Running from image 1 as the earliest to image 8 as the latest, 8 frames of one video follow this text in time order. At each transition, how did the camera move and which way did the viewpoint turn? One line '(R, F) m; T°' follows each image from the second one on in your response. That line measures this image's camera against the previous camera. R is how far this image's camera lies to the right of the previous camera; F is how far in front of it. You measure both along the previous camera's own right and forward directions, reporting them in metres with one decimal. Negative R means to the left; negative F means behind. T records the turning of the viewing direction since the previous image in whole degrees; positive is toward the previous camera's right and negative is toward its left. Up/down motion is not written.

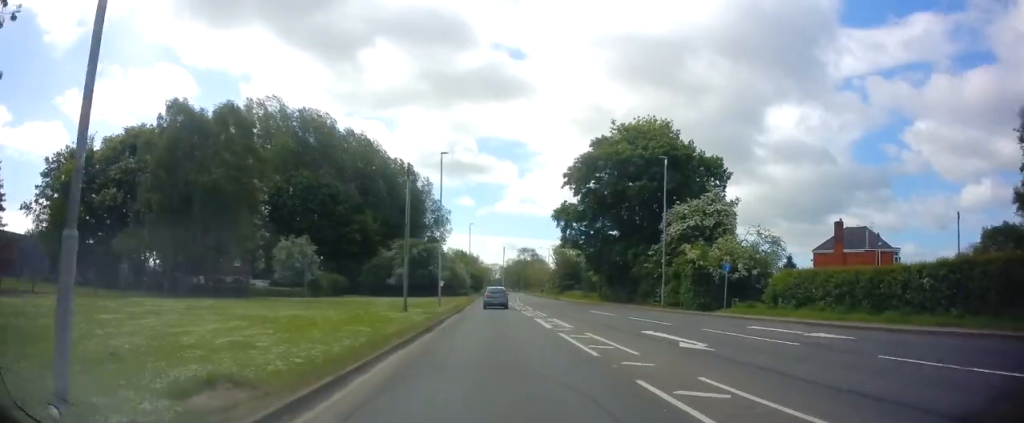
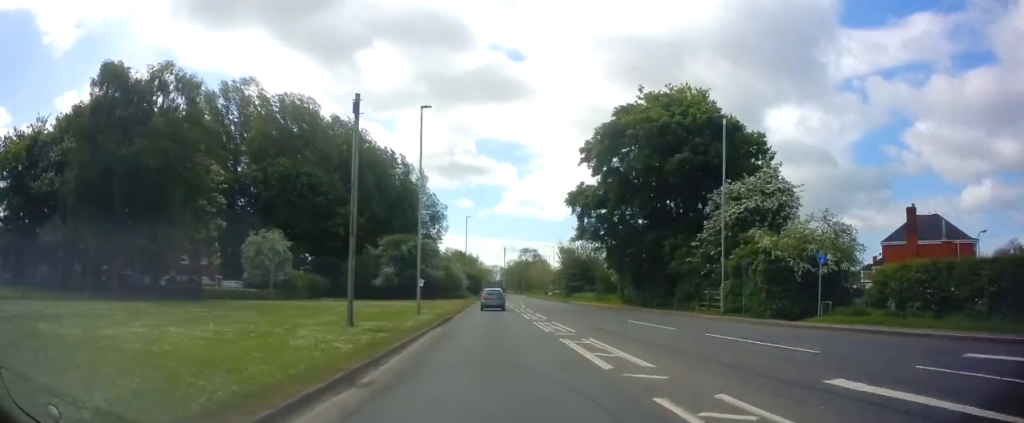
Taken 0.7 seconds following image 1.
(-0.1, +10.2) m; +1°
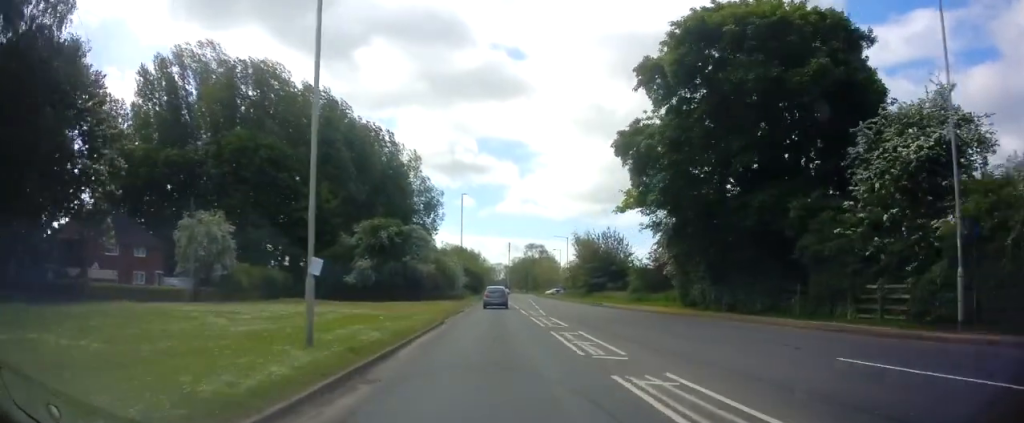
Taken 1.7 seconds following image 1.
(+0.2, +16.2) m; +1°
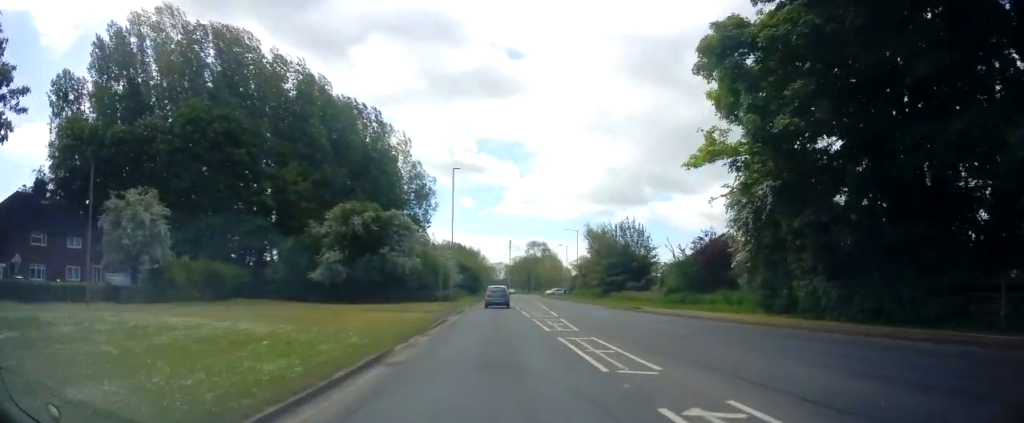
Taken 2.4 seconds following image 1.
(0.0, +11.6) m; 0°
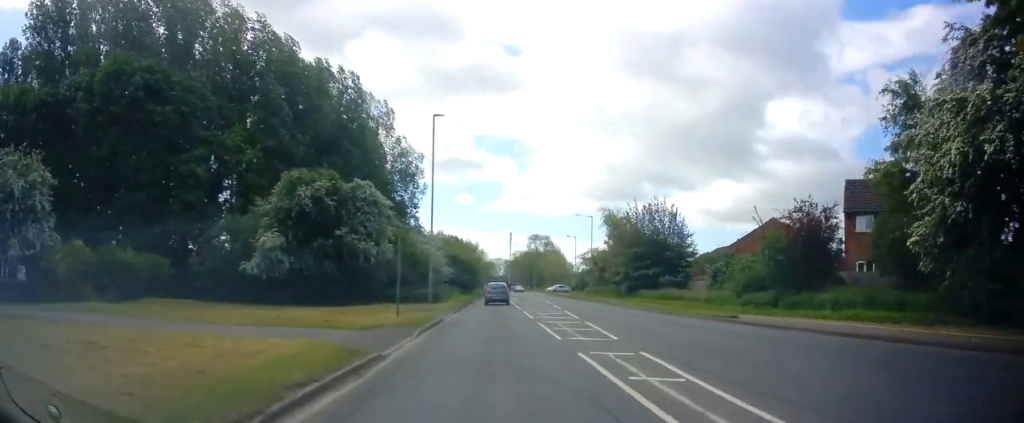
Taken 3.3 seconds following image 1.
(-0.1, +13.5) m; -1°
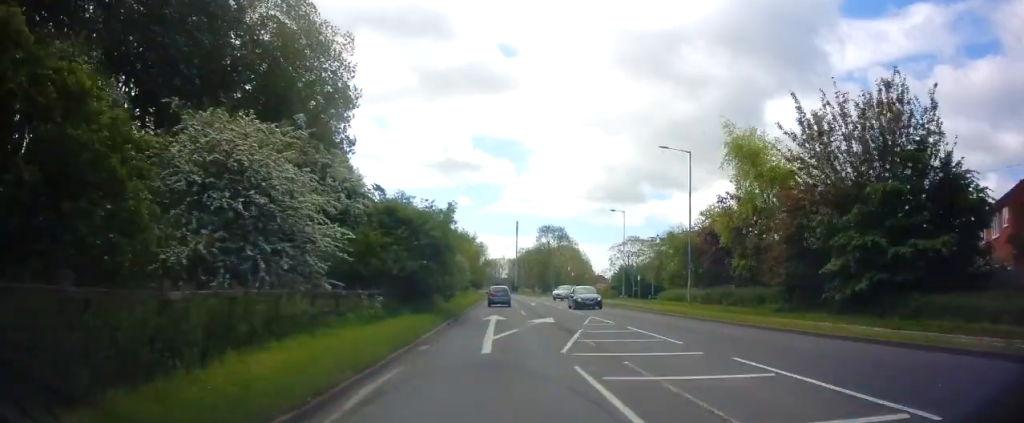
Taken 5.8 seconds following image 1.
(0.0, +36.5) m; +1°
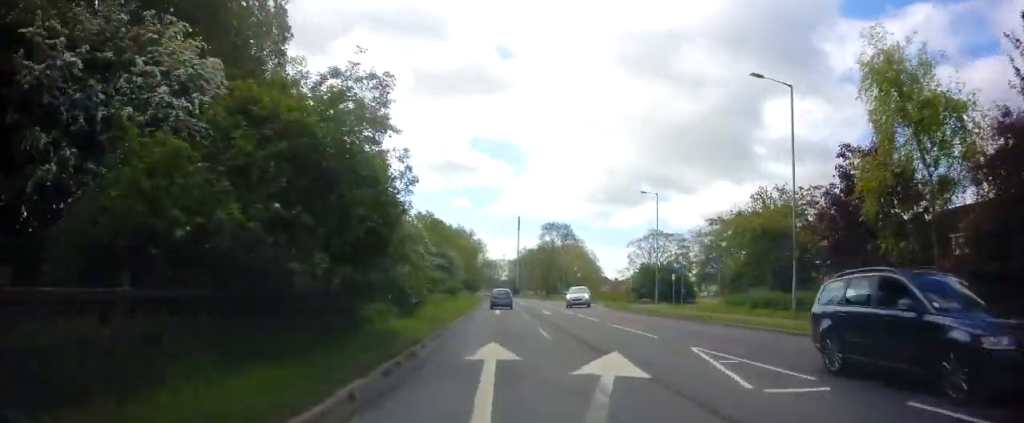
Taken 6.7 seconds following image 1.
(0.0, +13.6) m; 0°
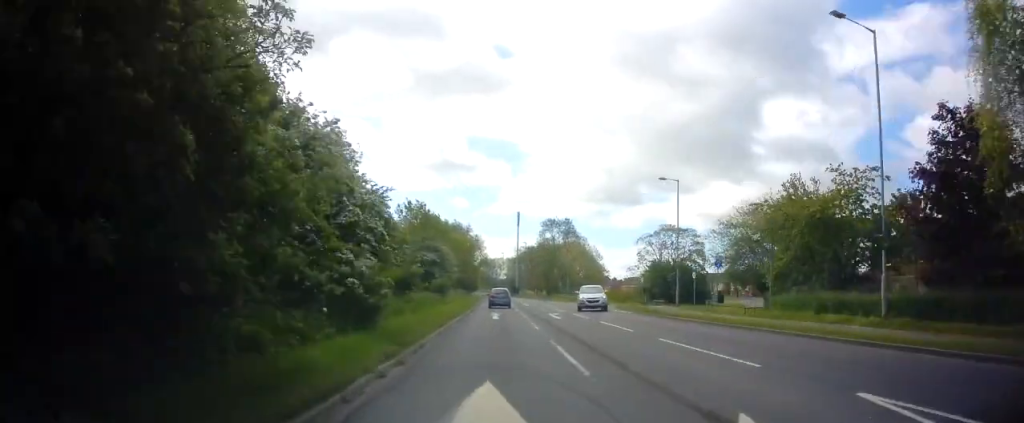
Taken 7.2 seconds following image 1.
(0.0, +6.4) m; 0°
